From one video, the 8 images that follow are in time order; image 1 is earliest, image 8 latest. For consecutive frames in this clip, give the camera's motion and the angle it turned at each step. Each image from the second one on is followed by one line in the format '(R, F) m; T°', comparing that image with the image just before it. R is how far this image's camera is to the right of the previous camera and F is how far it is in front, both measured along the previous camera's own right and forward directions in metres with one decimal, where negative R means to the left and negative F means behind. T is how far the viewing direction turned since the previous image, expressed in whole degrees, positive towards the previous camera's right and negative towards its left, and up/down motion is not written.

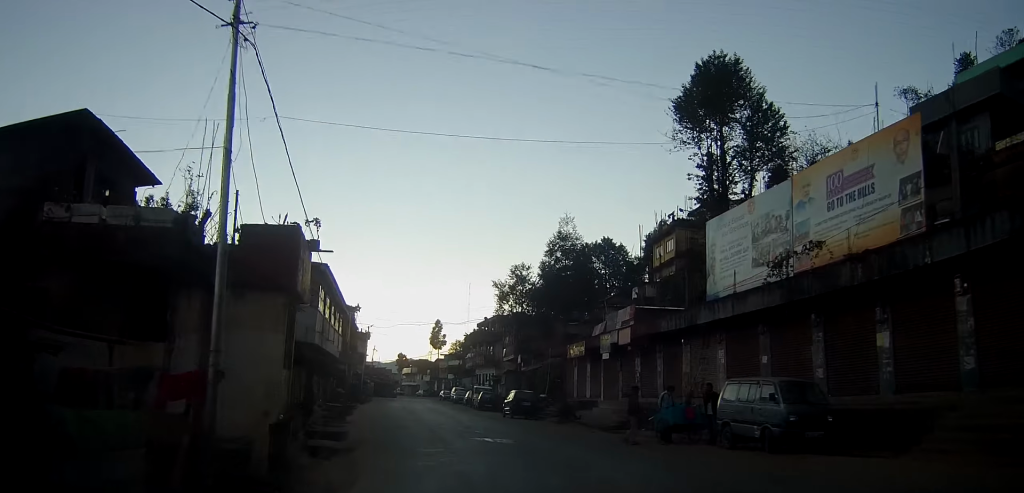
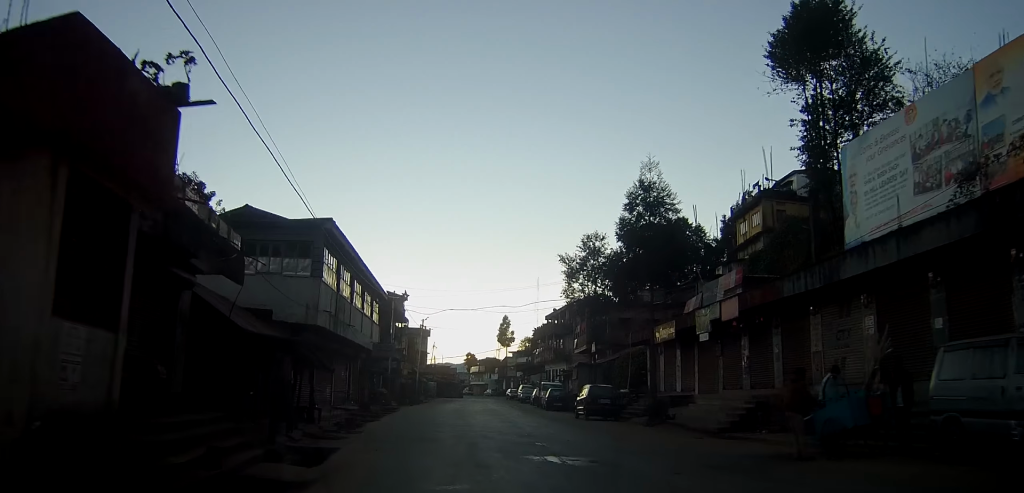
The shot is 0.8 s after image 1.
(-0.4, +7.7) m; -7°
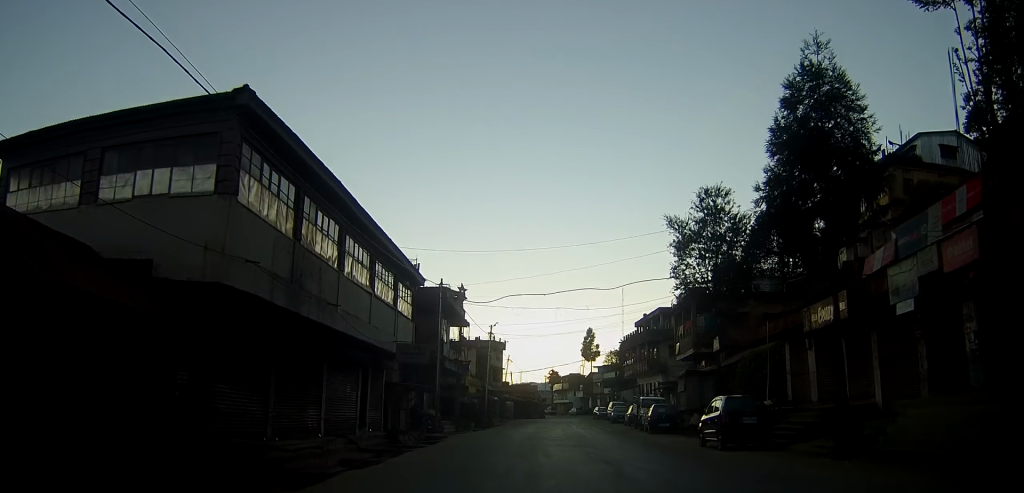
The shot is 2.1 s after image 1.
(-1.0, +11.1) m; -8°
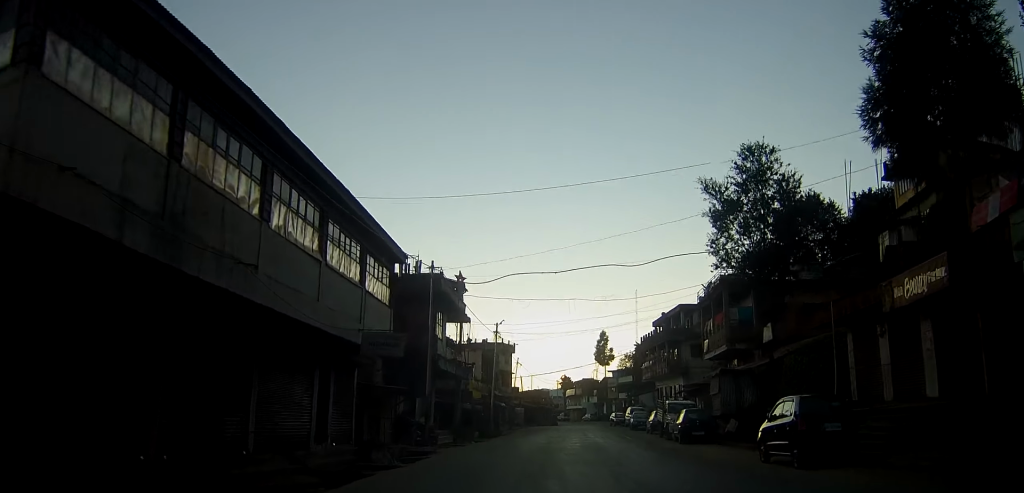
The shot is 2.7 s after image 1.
(-0.1, +5.2) m; -2°
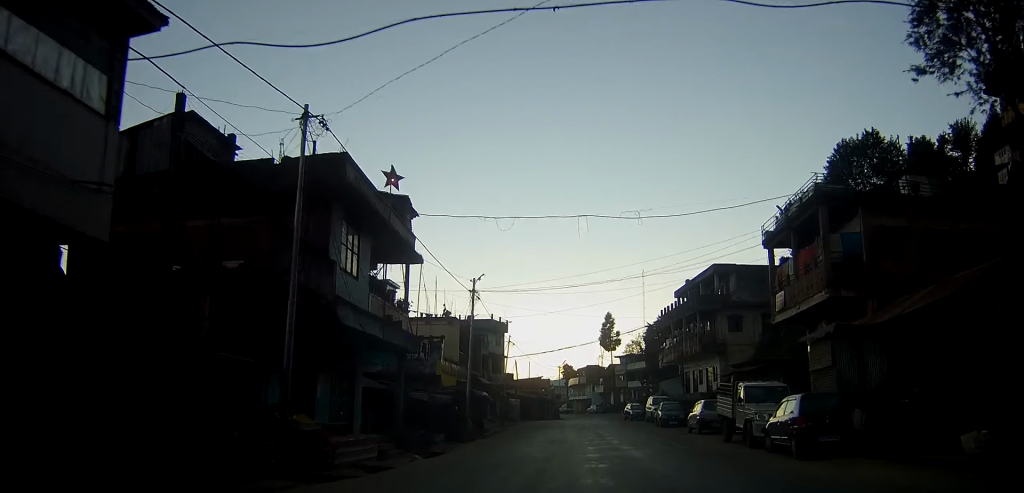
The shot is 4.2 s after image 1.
(-0.1, +13.3) m; -1°
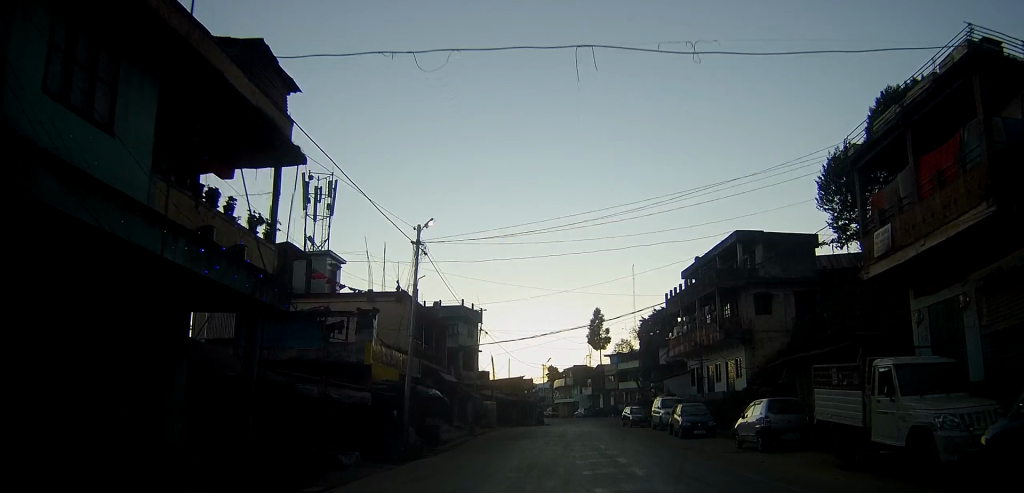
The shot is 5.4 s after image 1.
(-0.1, +10.0) m; +1°
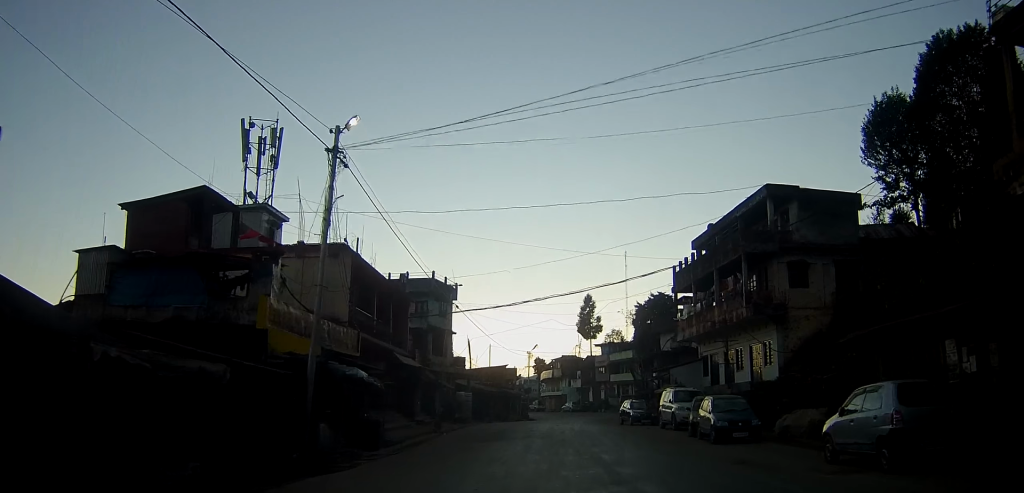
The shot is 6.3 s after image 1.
(+0.2, +7.6) m; +1°
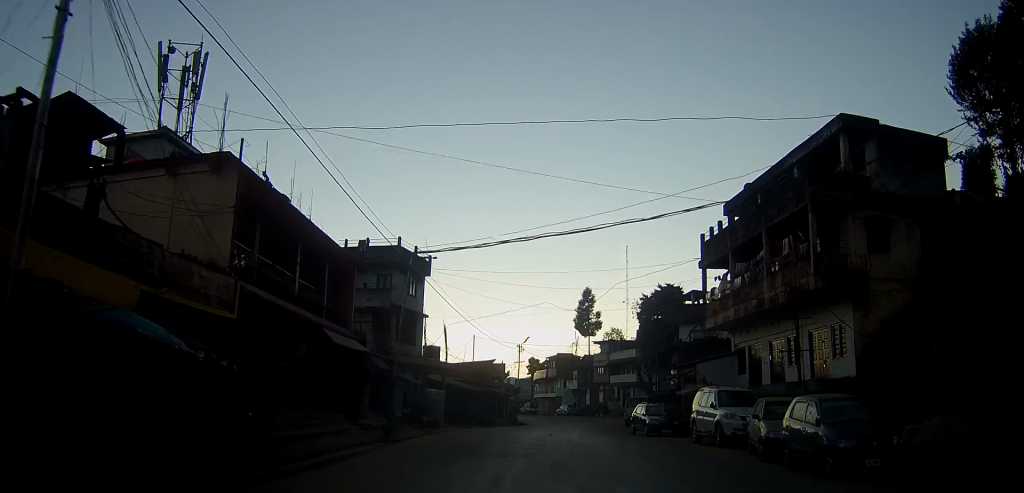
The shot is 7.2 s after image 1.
(0.0, +8.5) m; 0°
